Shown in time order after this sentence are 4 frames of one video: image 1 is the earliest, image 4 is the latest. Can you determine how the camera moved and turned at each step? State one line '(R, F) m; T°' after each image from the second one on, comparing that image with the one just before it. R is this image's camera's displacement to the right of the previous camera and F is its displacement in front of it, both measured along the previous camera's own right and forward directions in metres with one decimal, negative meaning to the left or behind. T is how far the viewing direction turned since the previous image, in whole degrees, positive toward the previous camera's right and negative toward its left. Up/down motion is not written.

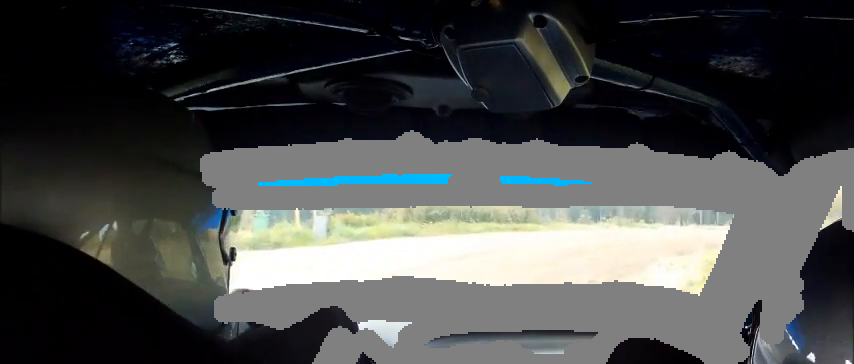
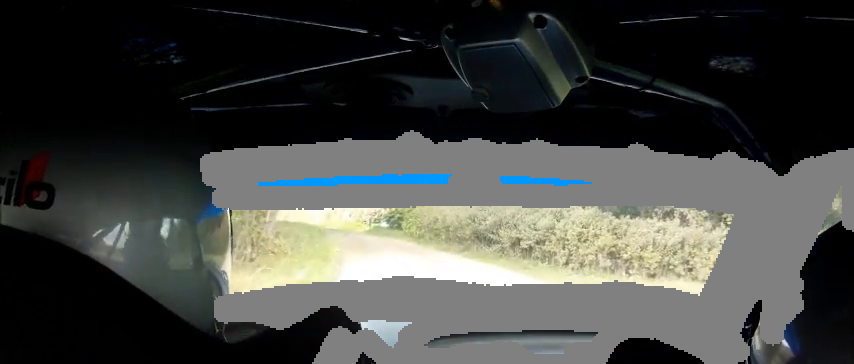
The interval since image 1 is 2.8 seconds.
(+21.7, +27.5) m; +50°
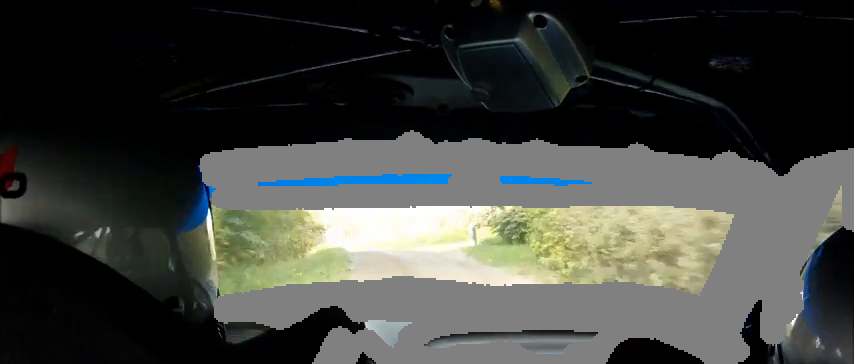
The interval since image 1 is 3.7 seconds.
(-0.2, +13.7) m; -1°
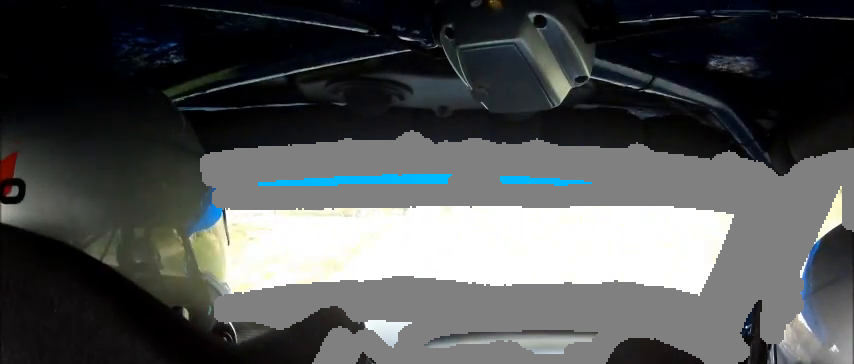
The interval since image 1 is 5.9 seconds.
(-1.8, +43.4) m; -7°
